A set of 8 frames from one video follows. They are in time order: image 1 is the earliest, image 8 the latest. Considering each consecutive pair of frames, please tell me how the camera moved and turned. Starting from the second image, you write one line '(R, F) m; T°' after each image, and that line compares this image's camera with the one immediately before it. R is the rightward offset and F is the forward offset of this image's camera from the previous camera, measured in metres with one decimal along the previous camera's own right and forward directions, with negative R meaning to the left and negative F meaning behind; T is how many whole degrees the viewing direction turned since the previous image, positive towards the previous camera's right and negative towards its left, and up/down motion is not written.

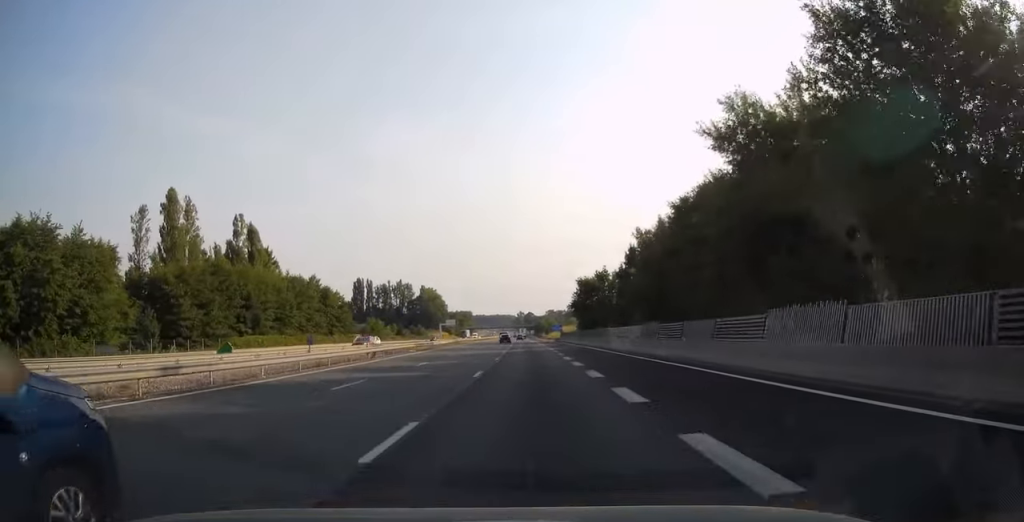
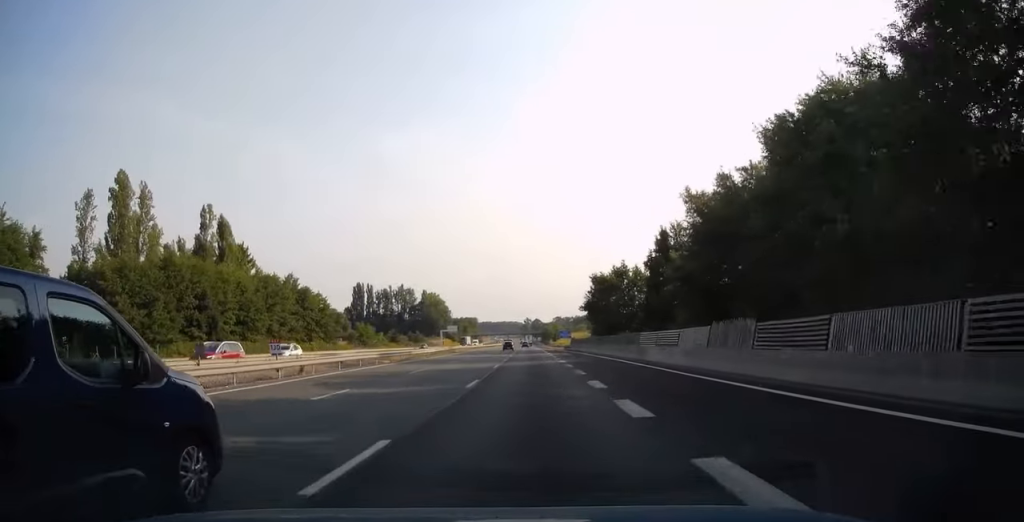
(0.0, +14.3) m; -1°
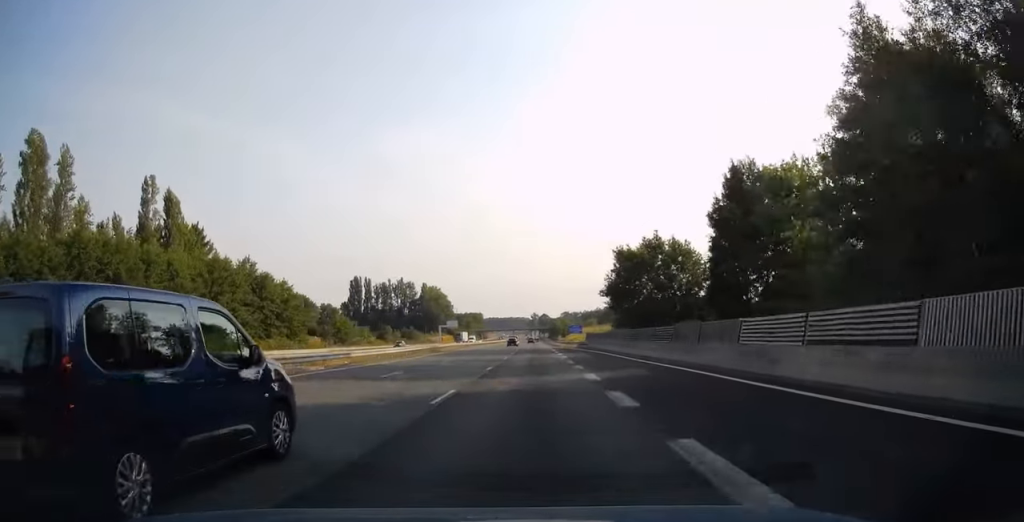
(-0.2, +18.7) m; -1°
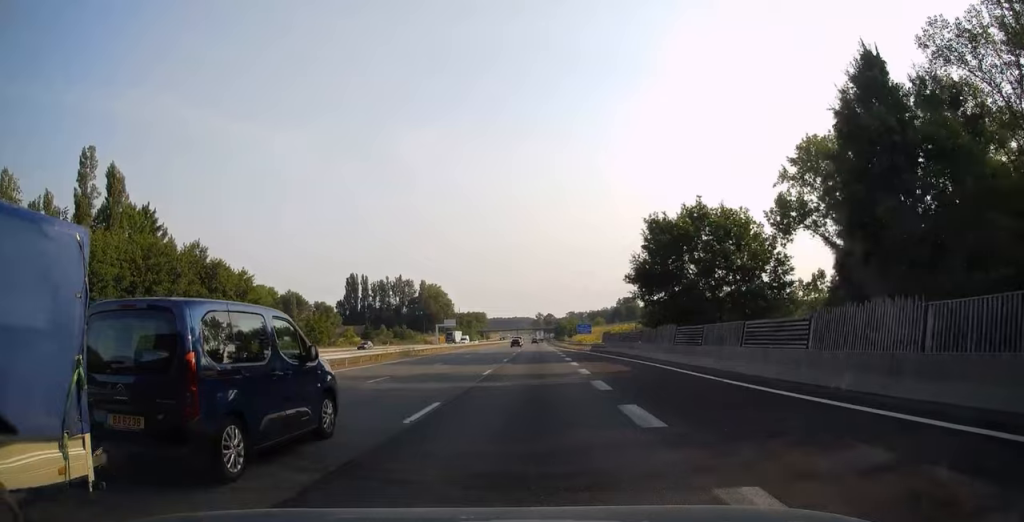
(-0.1, +15.3) m; 0°
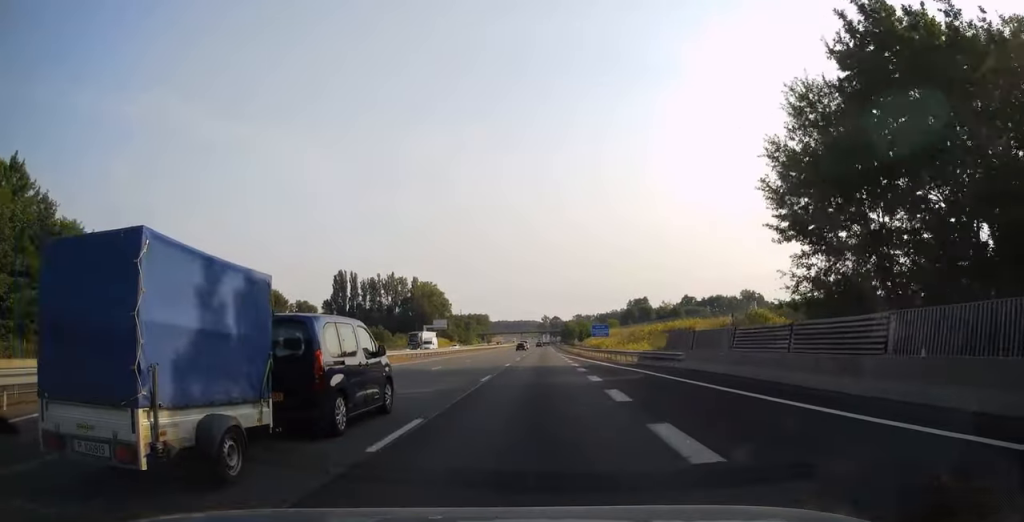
(0.0, +28.5) m; 0°
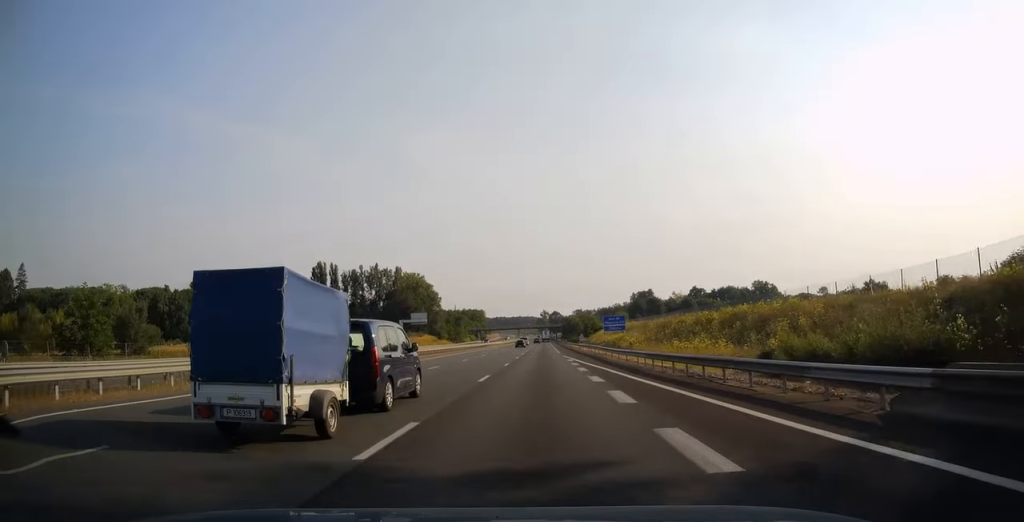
(-0.2, +26.6) m; 0°
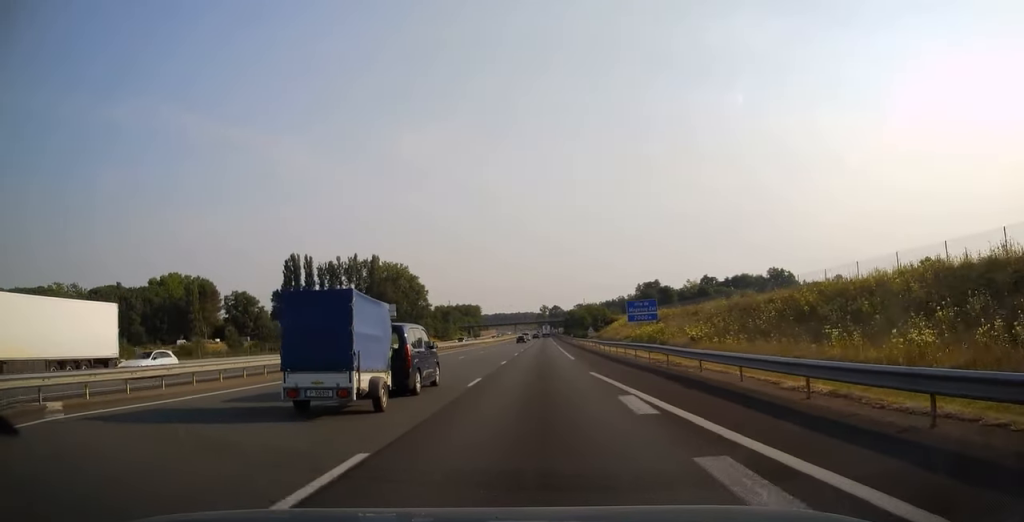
(+0.1, +28.5) m; 0°
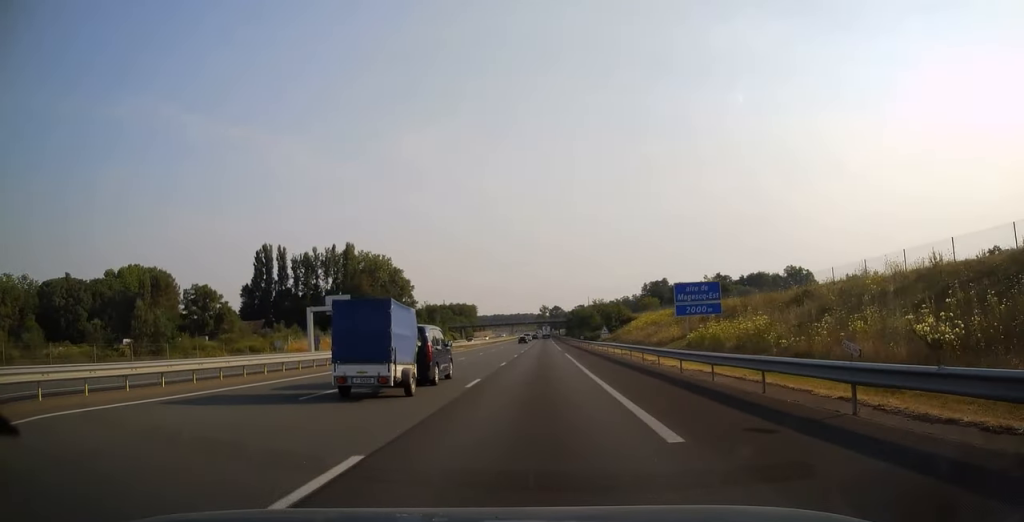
(-0.1, +26.1) m; 0°
